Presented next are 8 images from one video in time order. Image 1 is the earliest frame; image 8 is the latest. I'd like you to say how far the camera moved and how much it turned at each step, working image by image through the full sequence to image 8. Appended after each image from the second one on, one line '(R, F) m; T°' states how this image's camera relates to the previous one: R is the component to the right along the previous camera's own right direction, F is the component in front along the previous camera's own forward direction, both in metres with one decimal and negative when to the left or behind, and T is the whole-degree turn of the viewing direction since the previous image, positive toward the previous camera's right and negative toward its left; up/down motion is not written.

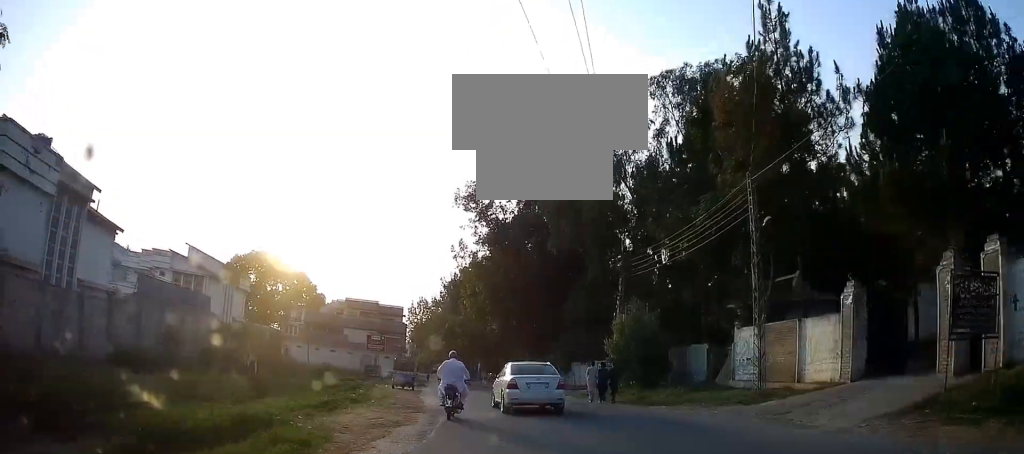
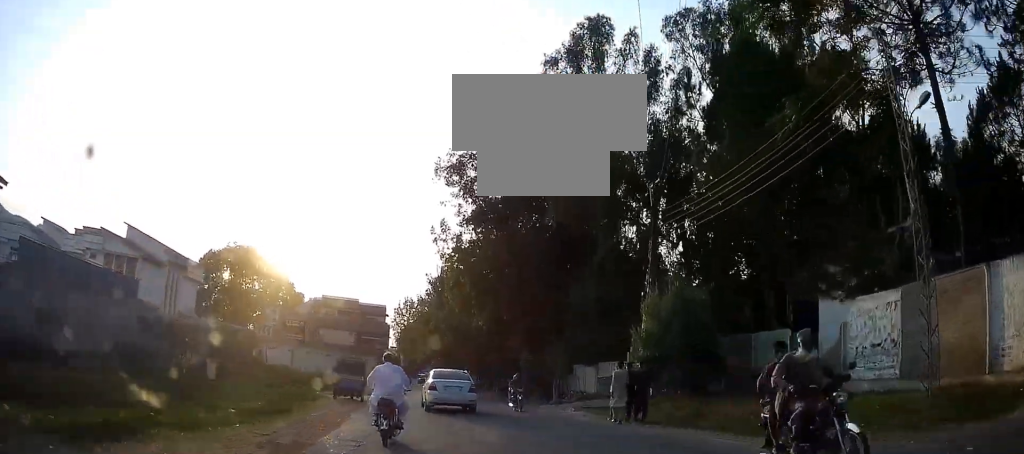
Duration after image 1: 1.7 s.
(-0.3, +9.6) m; -2°
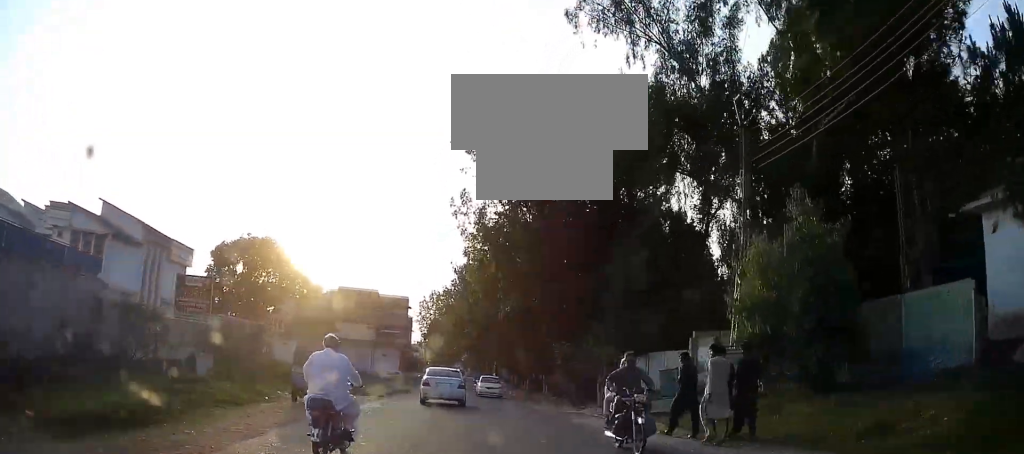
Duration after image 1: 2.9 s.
(0.0, +7.0) m; 0°
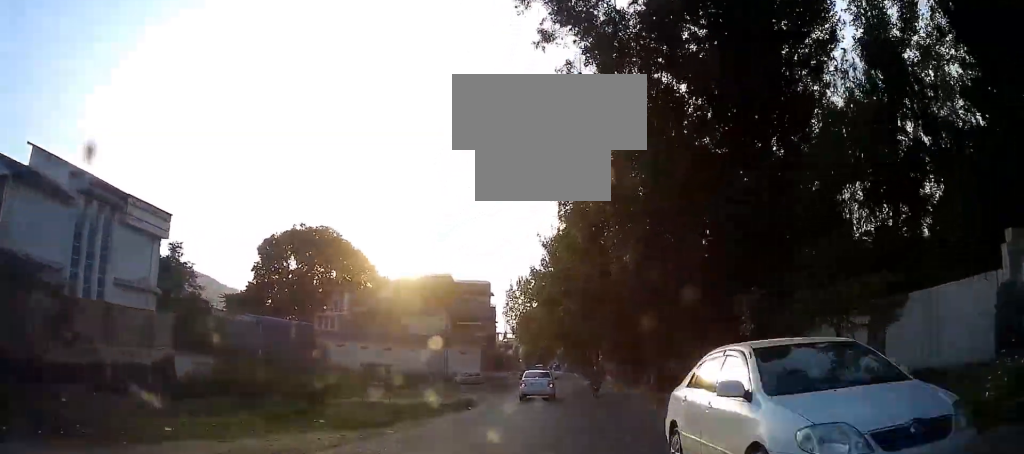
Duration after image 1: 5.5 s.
(-0.5, +16.8) m; -5°
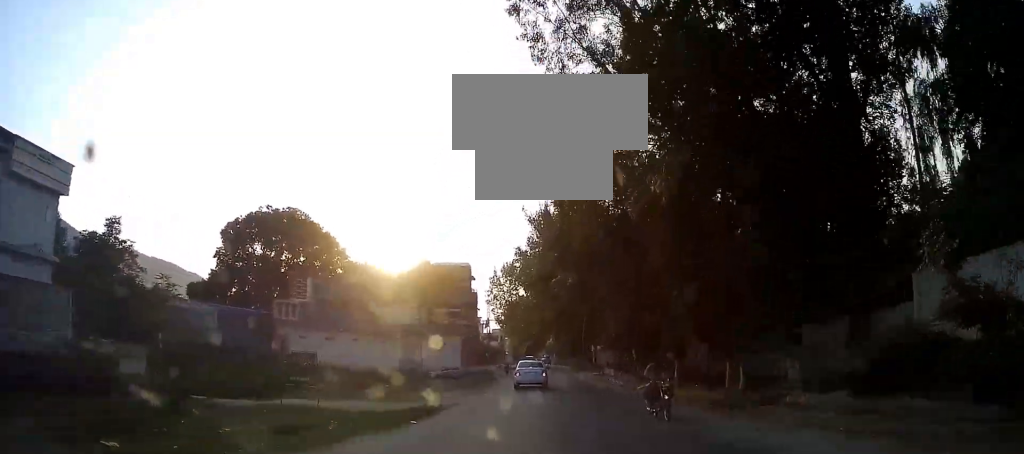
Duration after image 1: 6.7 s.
(-0.2, +8.5) m; -2°
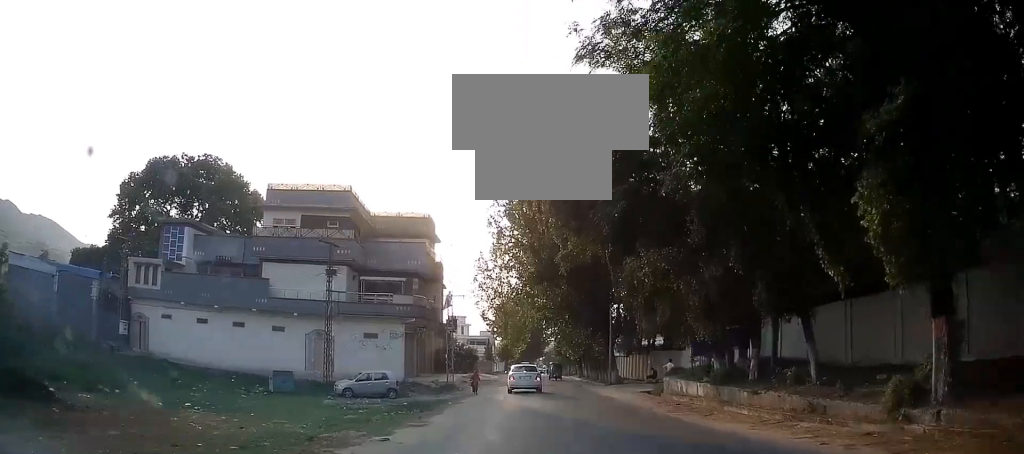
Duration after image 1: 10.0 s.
(-0.3, +26.1) m; 0°
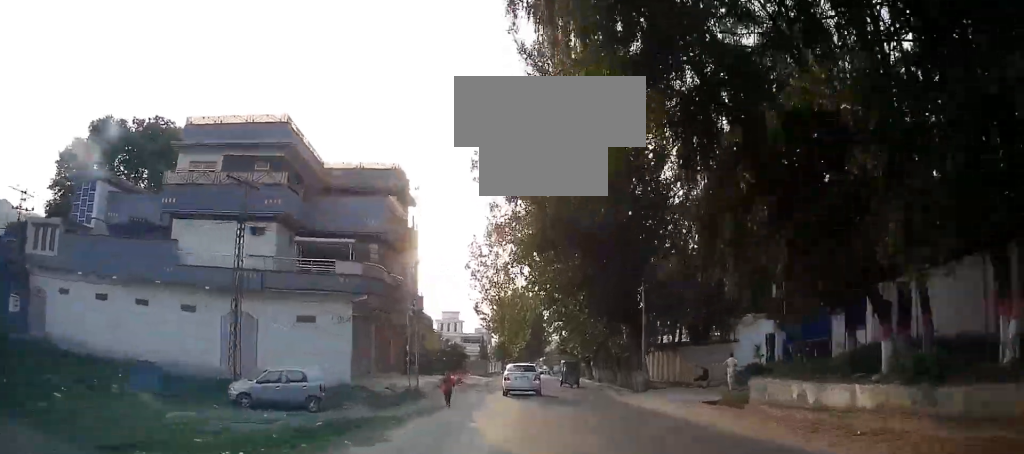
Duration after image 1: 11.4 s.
(+0.1, +11.4) m; +1°
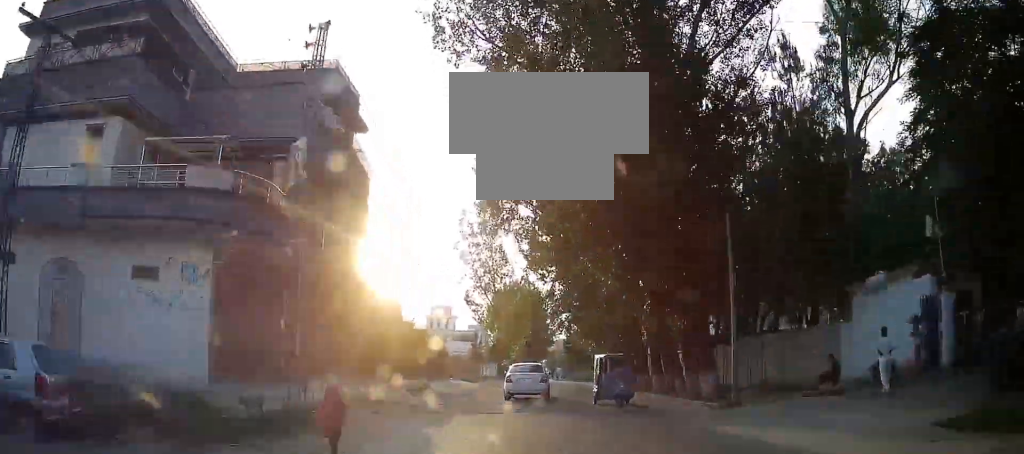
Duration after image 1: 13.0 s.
(0.0, +13.0) m; +1°
